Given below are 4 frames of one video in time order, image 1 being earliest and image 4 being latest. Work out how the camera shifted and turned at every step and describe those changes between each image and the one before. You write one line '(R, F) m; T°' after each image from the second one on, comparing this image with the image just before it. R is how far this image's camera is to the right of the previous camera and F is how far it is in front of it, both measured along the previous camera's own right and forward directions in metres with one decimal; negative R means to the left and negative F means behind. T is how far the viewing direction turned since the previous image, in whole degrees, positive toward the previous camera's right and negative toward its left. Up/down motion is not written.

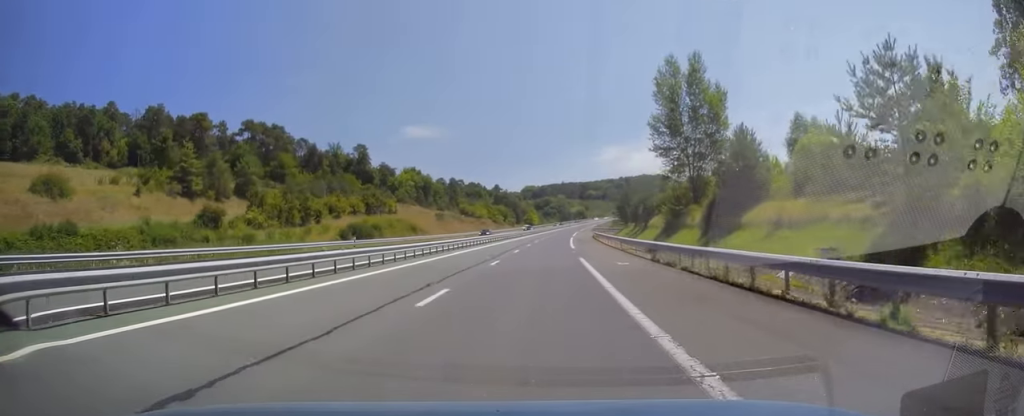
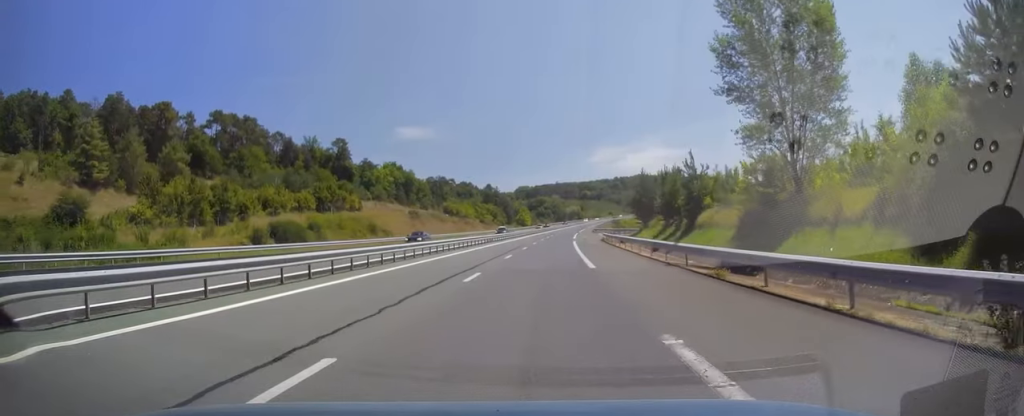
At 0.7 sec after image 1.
(0.0, +20.5) m; 0°
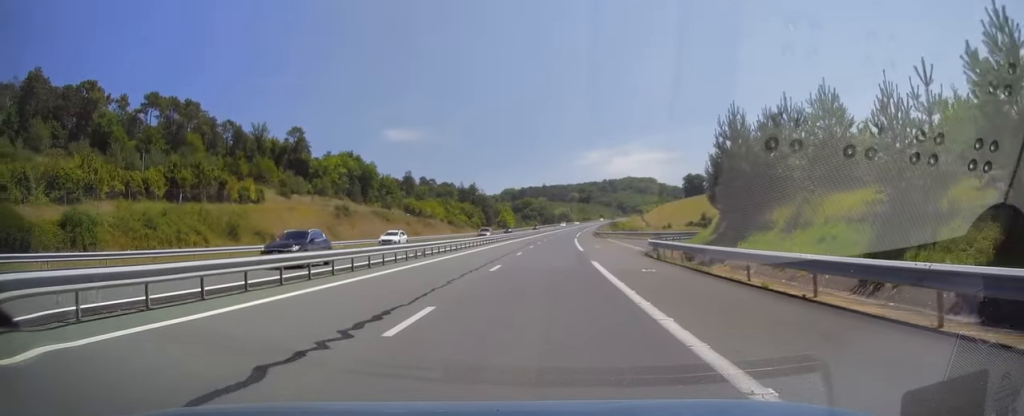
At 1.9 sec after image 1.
(+0.1, +34.2) m; +1°
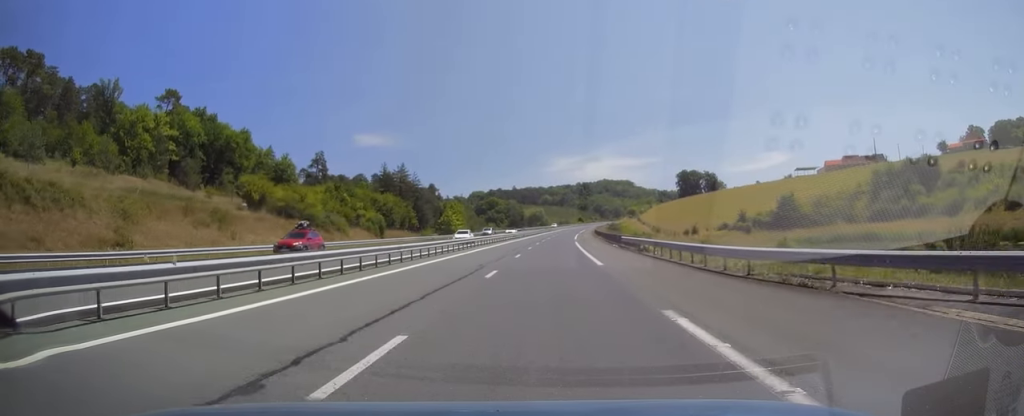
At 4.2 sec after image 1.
(+2.0, +67.4) m; +3°
